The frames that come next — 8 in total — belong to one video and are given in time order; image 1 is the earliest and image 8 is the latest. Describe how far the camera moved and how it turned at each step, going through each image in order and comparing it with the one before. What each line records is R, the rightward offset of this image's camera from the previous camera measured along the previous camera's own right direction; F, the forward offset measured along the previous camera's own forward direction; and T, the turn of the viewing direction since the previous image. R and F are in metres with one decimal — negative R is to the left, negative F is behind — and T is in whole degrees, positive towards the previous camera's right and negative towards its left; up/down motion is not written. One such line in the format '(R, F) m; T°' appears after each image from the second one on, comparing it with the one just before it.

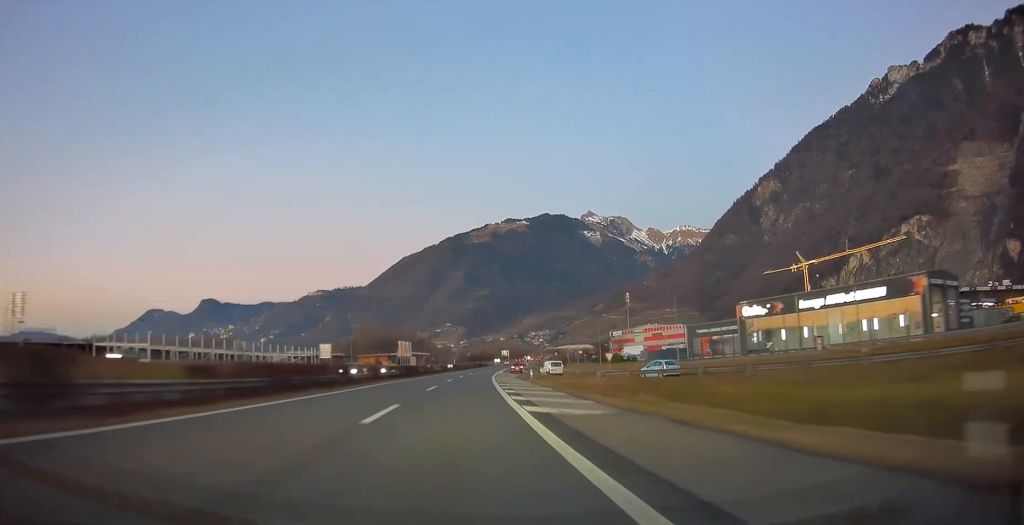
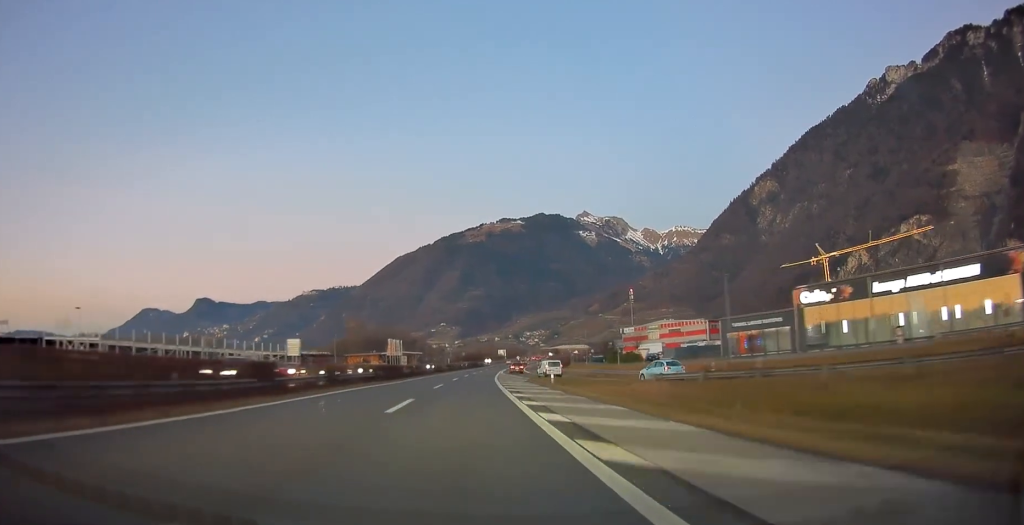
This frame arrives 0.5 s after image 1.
(+0.1, +15.8) m; +1°
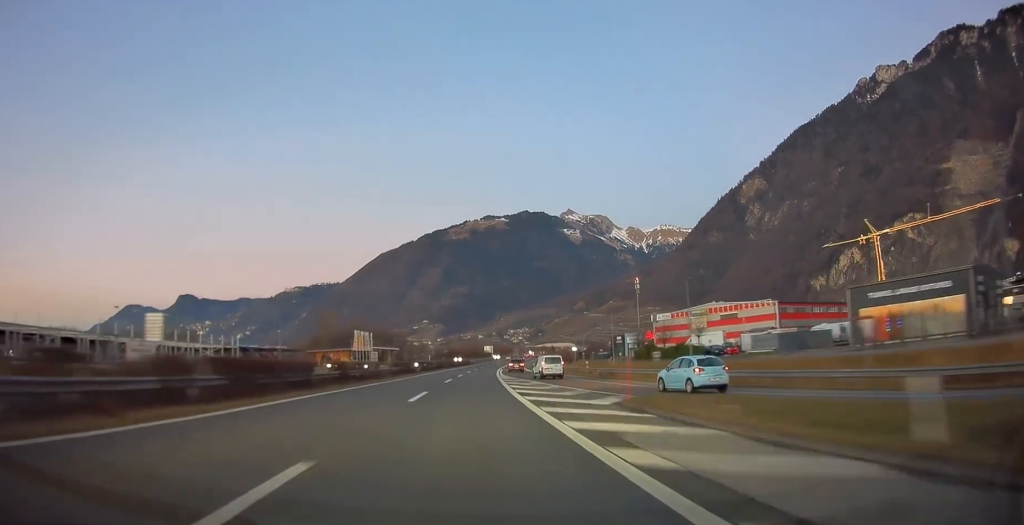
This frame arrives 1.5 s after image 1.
(+0.2, +33.8) m; +1°
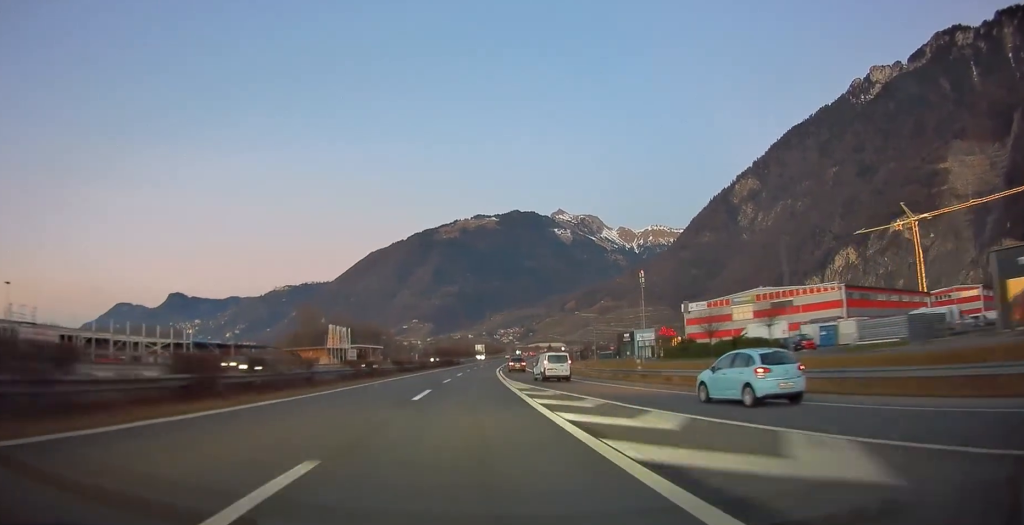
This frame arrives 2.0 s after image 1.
(+0.1, +19.1) m; +1°
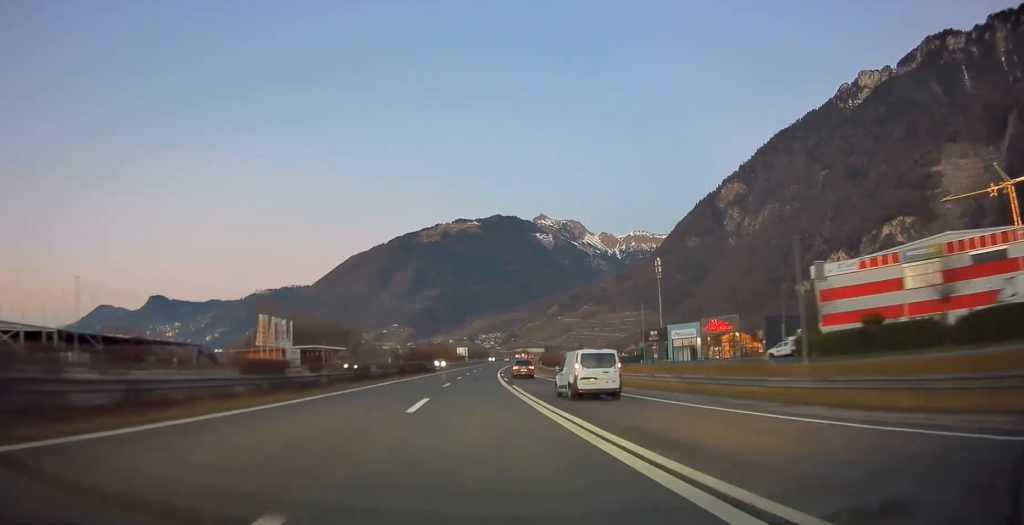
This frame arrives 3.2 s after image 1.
(+0.6, +39.1) m; +2°
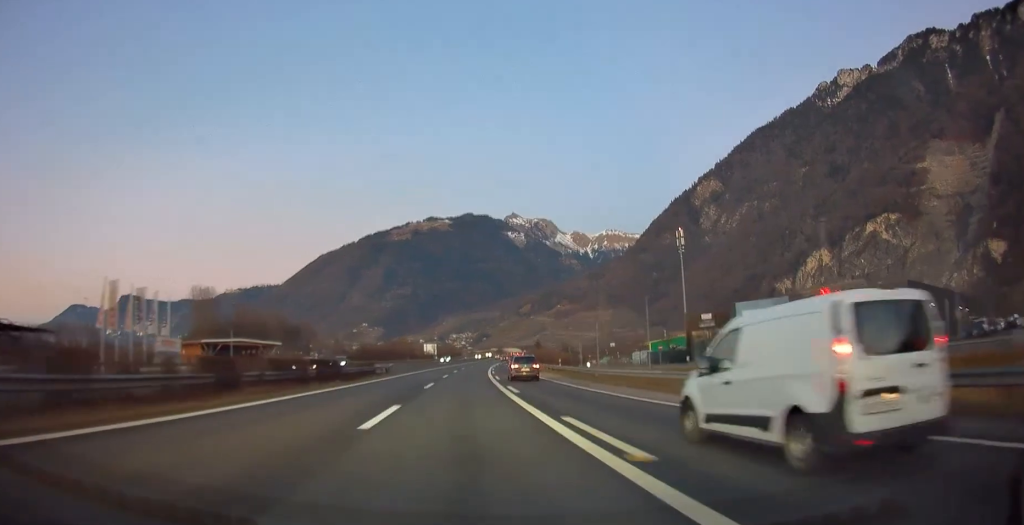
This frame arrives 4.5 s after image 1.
(+0.7, +41.8) m; +2°
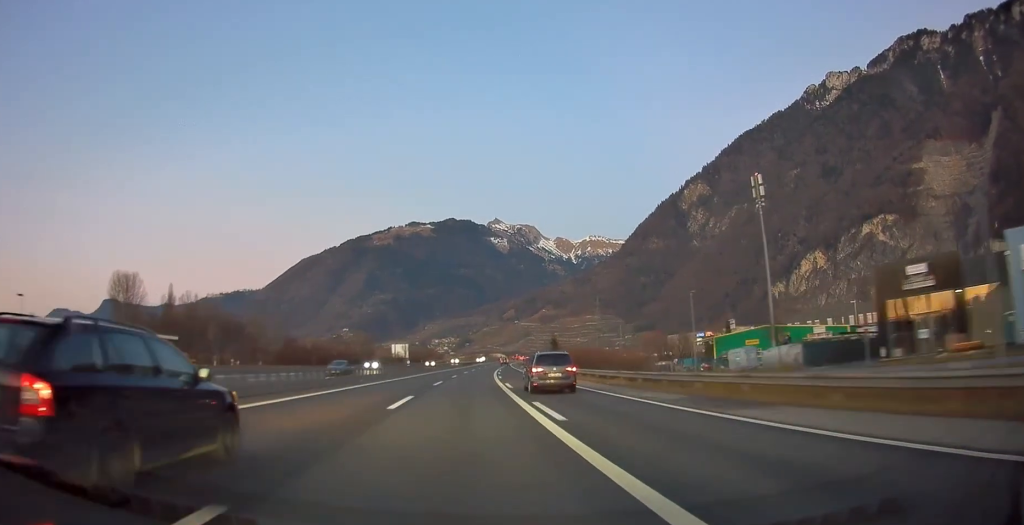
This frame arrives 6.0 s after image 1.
(+1.2, +49.7) m; +2°
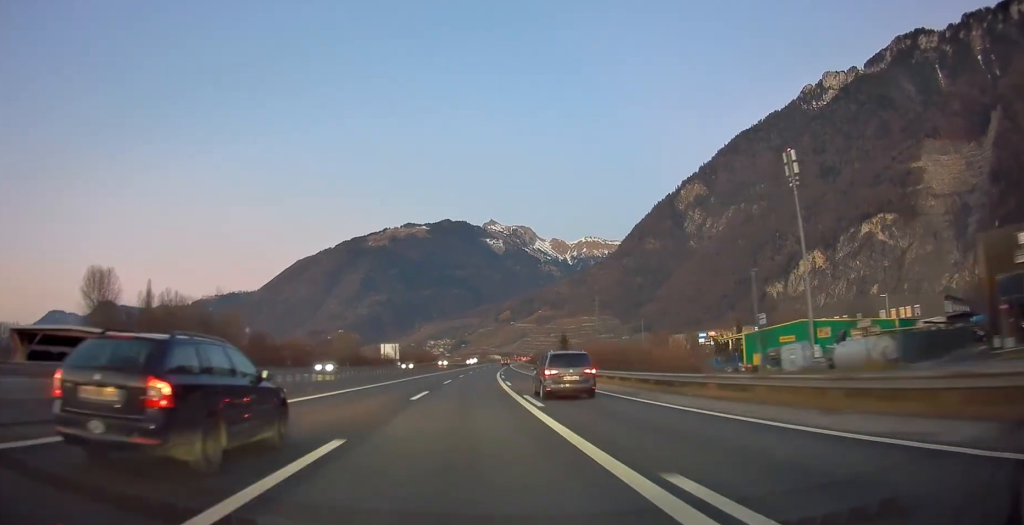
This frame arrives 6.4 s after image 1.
(+0.1, +12.9) m; 0°
